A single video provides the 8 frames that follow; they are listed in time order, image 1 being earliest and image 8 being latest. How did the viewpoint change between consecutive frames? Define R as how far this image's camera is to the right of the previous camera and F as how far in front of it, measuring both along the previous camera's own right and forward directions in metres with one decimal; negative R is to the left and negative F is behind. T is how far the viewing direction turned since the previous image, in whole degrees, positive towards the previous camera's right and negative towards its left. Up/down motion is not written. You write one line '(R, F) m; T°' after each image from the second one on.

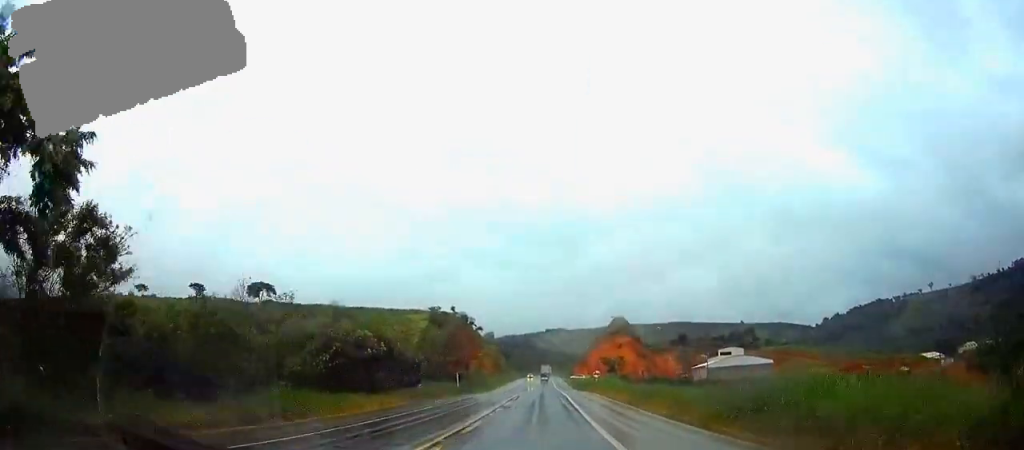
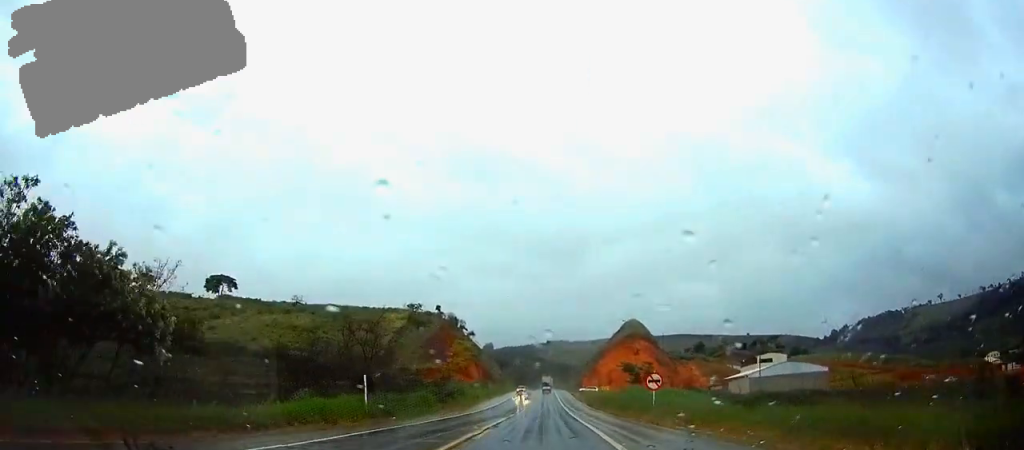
(-0.1, +40.3) m; 0°
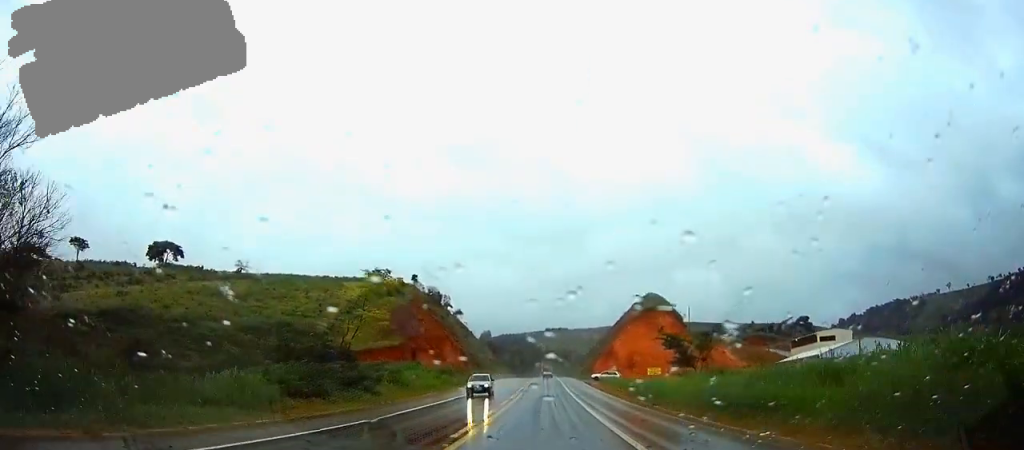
(-0.1, +41.8) m; 0°
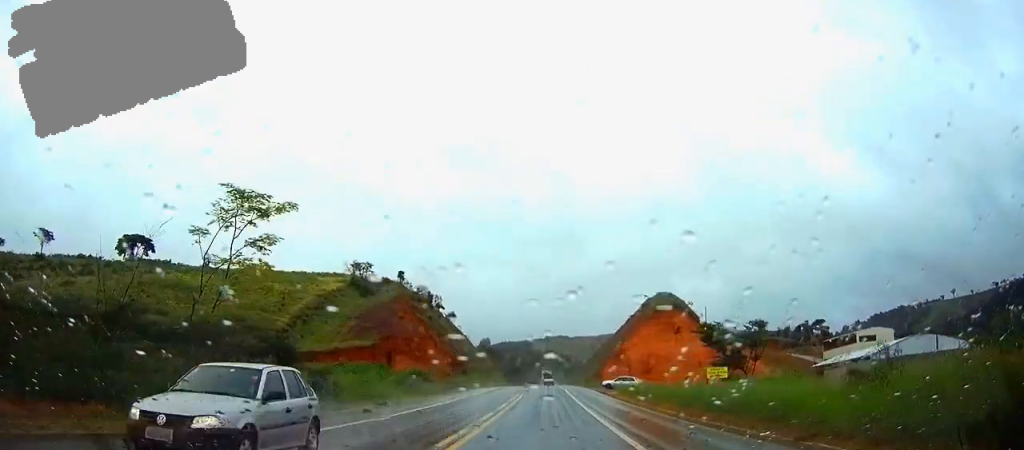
(0.0, +19.0) m; 0°
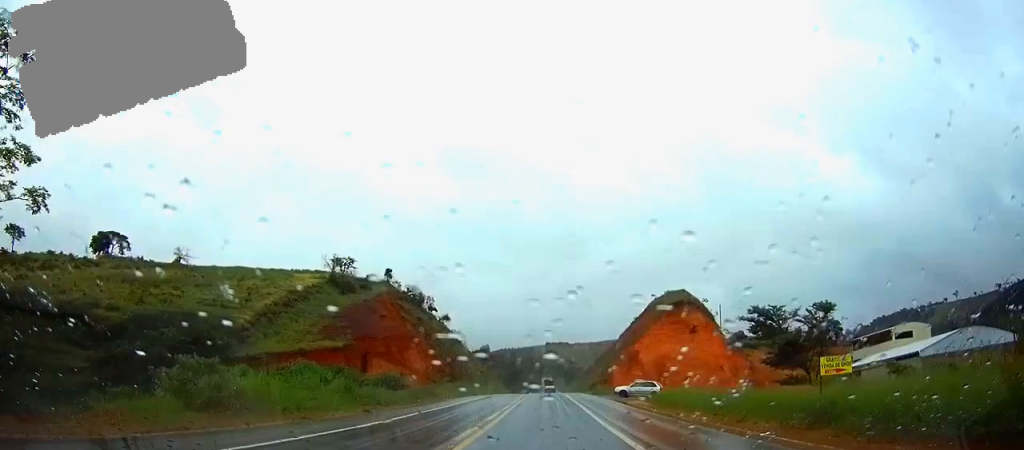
(0.0, +13.9) m; 0°
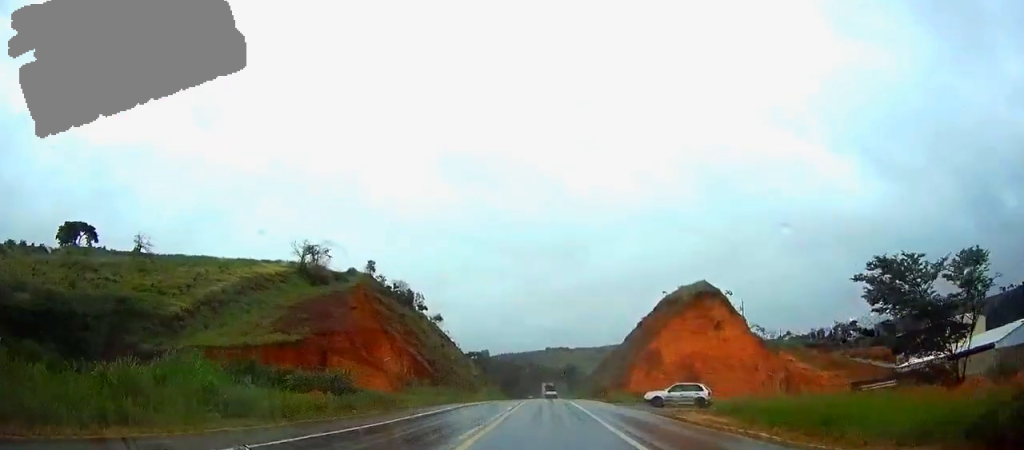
(0.0, +17.1) m; 0°
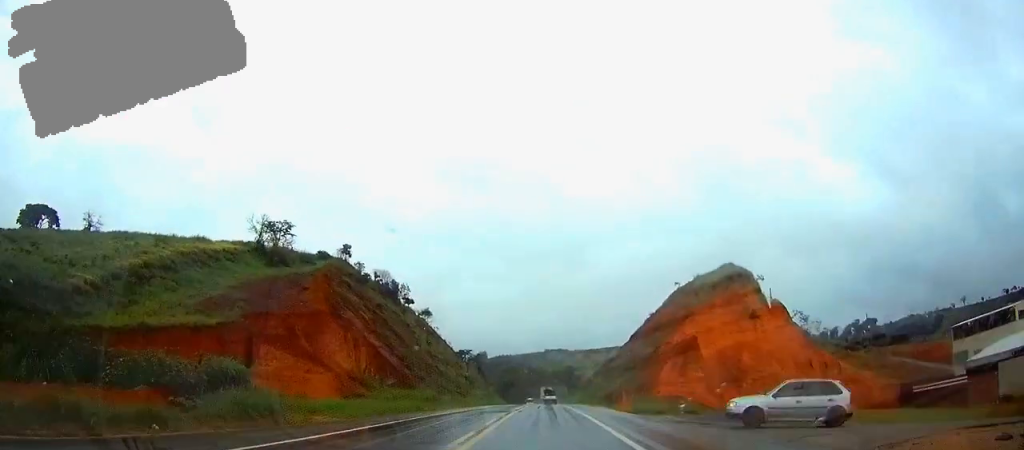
(0.0, +17.8) m; 0°
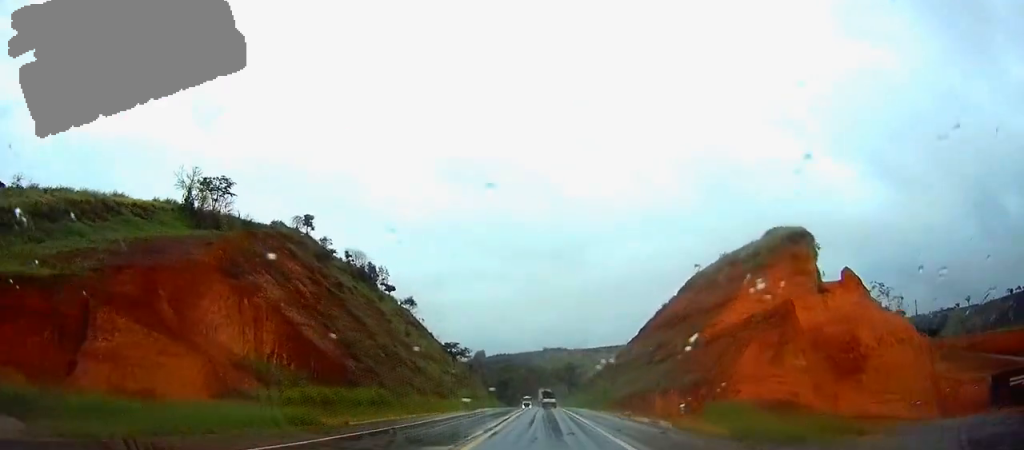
(0.0, +21.6) m; 0°
